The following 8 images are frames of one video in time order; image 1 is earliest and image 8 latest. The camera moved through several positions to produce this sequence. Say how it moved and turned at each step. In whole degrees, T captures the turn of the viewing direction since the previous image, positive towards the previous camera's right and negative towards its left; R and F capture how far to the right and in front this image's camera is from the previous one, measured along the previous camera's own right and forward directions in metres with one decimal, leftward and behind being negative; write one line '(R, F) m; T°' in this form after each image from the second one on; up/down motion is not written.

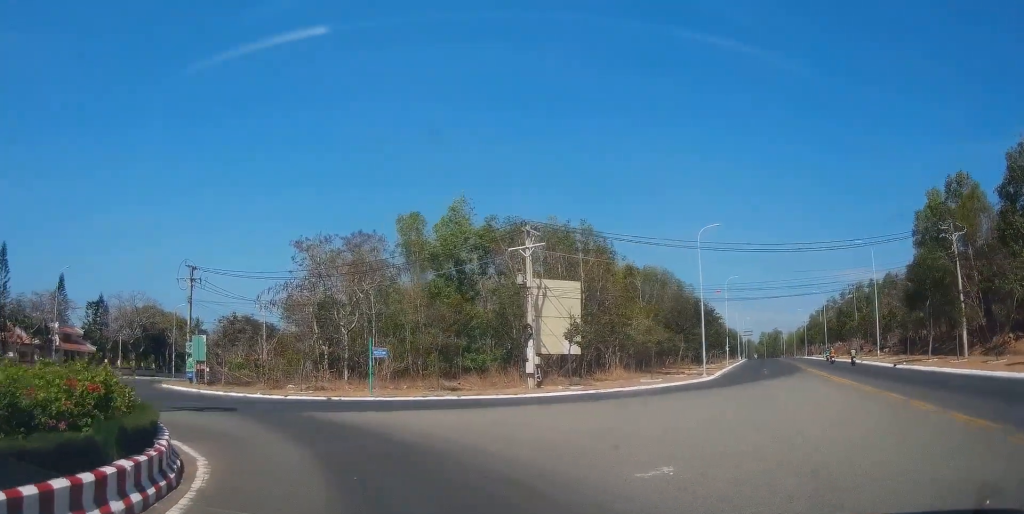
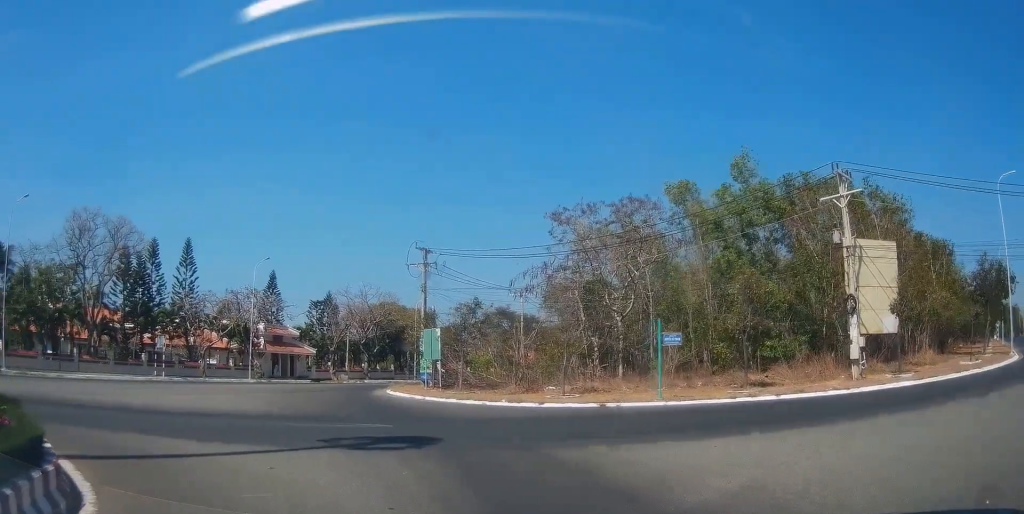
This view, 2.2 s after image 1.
(-0.7, +9.4) m; -7°
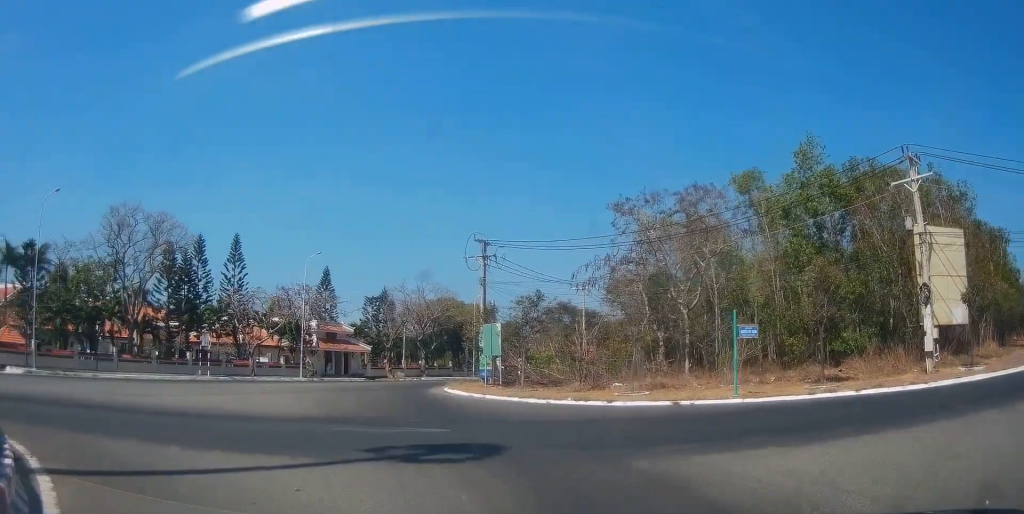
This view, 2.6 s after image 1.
(0.0, +1.7) m; -5°
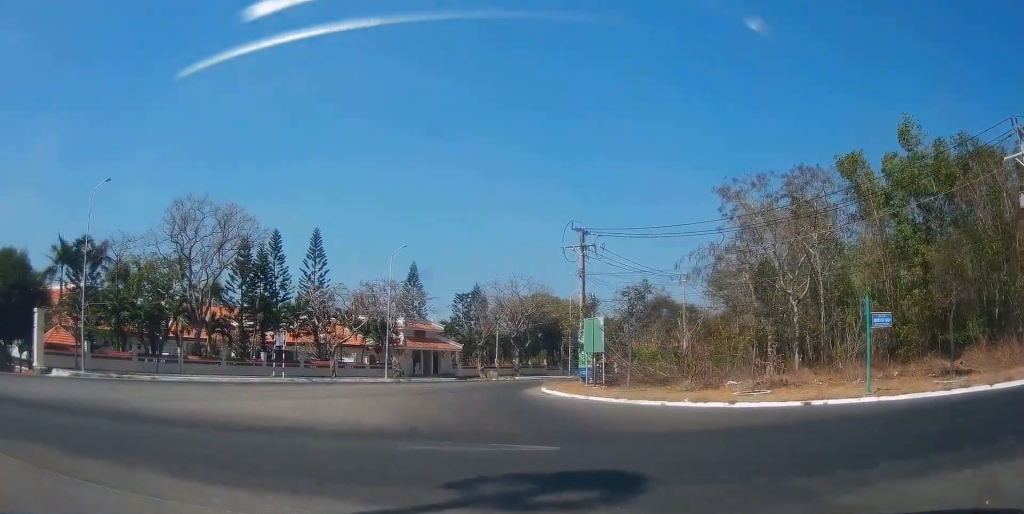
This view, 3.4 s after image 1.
(-0.2, +2.9) m; -14°
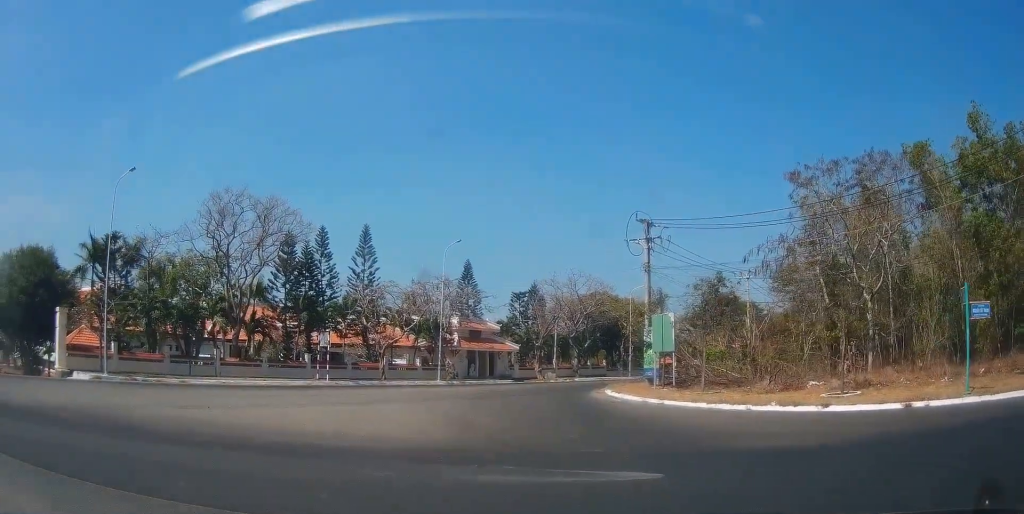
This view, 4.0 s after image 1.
(-0.4, +2.4) m; -11°
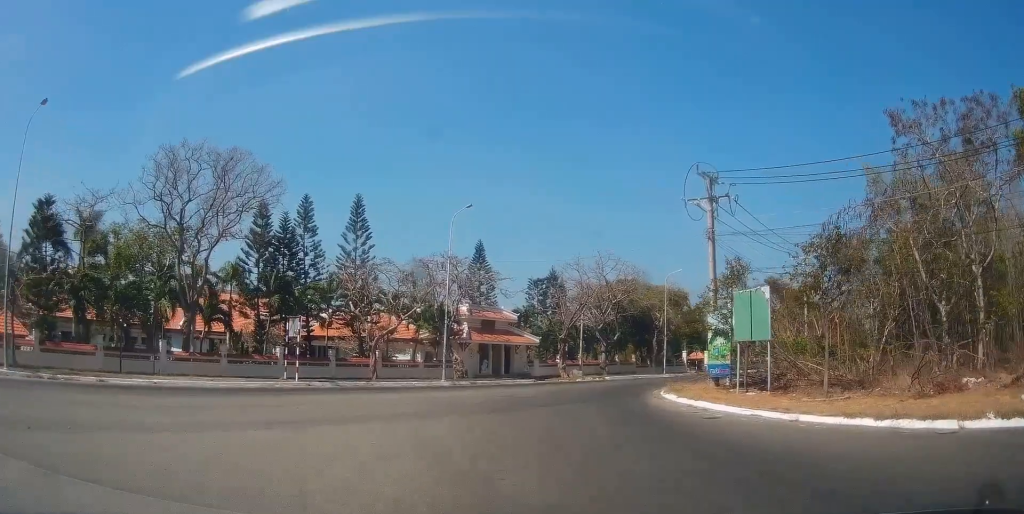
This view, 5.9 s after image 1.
(-1.3, +7.9) m; -14°
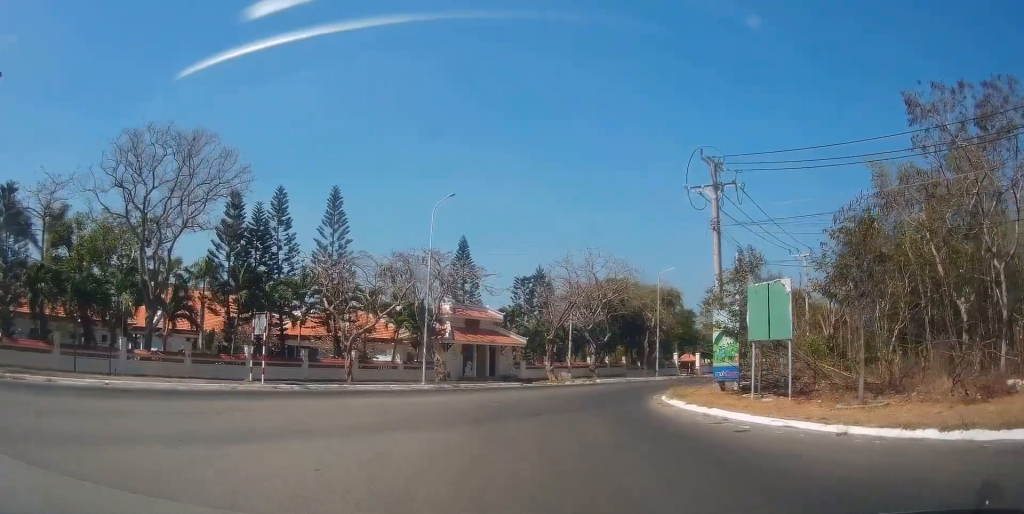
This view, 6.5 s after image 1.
(+0.1, +2.4) m; -1°
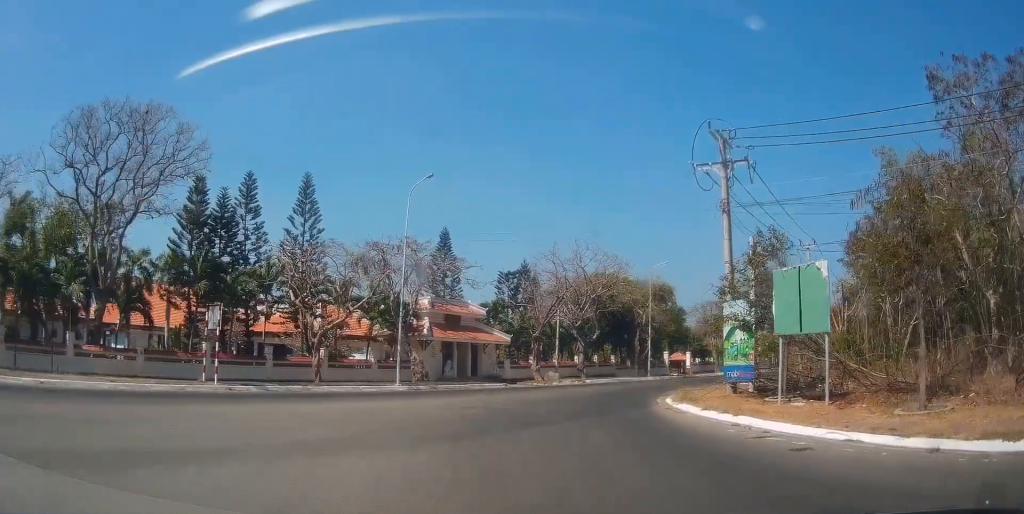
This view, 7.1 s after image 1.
(-0.3, +3.0) m; +1°
